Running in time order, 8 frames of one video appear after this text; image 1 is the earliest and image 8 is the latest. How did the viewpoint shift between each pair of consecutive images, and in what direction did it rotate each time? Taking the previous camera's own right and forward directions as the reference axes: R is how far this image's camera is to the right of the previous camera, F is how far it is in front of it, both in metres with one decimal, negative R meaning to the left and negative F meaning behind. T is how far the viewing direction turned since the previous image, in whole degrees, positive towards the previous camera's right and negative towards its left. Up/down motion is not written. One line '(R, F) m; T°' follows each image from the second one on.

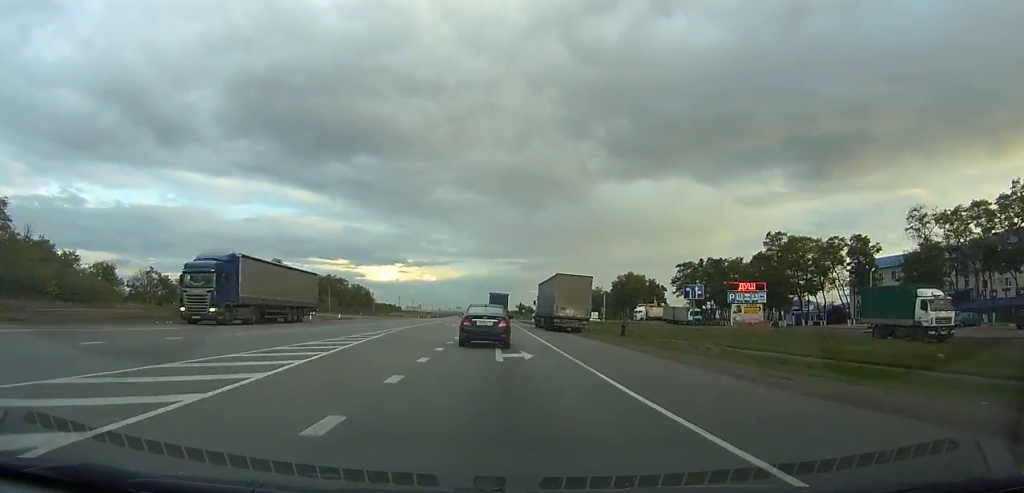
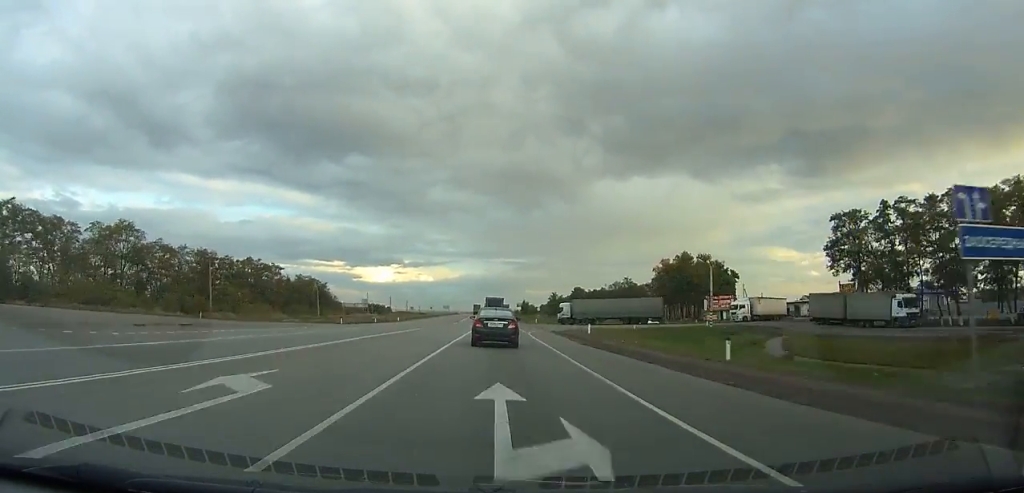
(0.0, +68.8) m; 0°
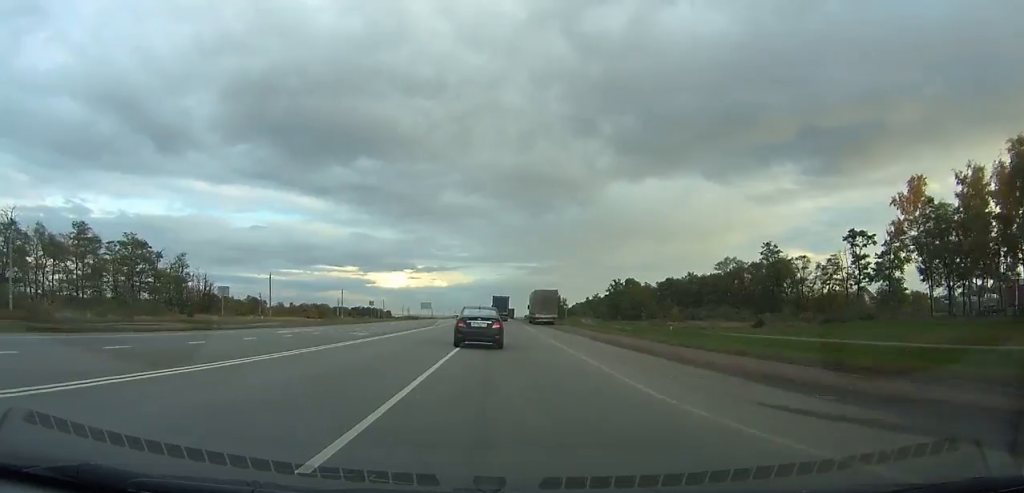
(-0.3, +101.5) m; -1°
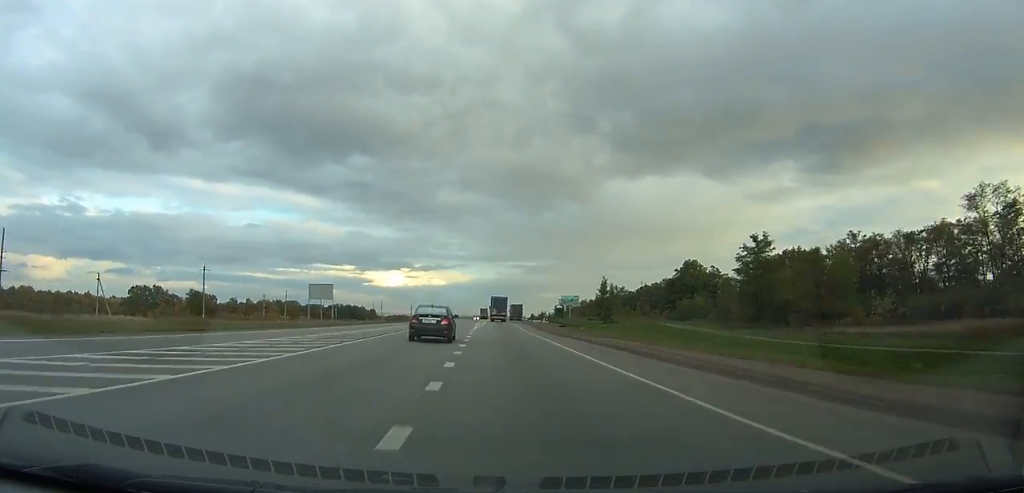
(-0.4, +78.2) m; -1°
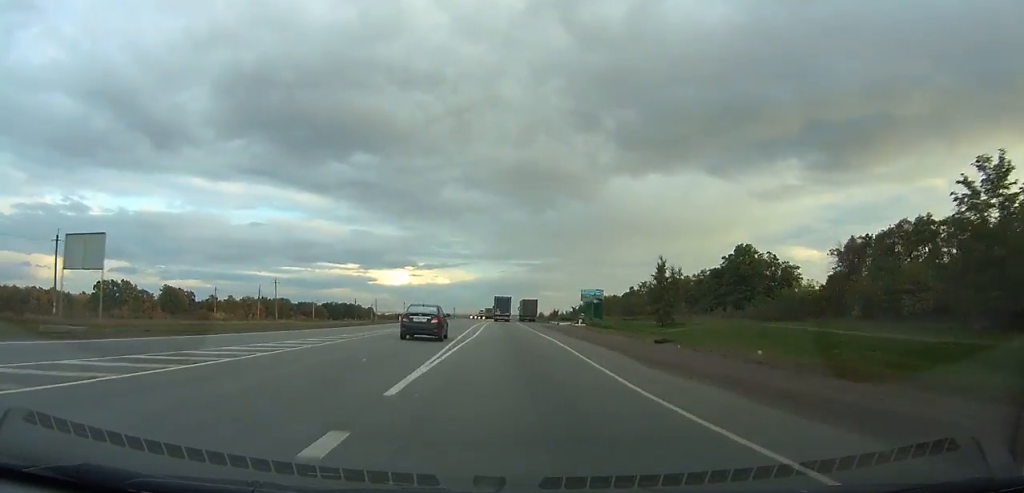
(-0.1, +34.9) m; 0°
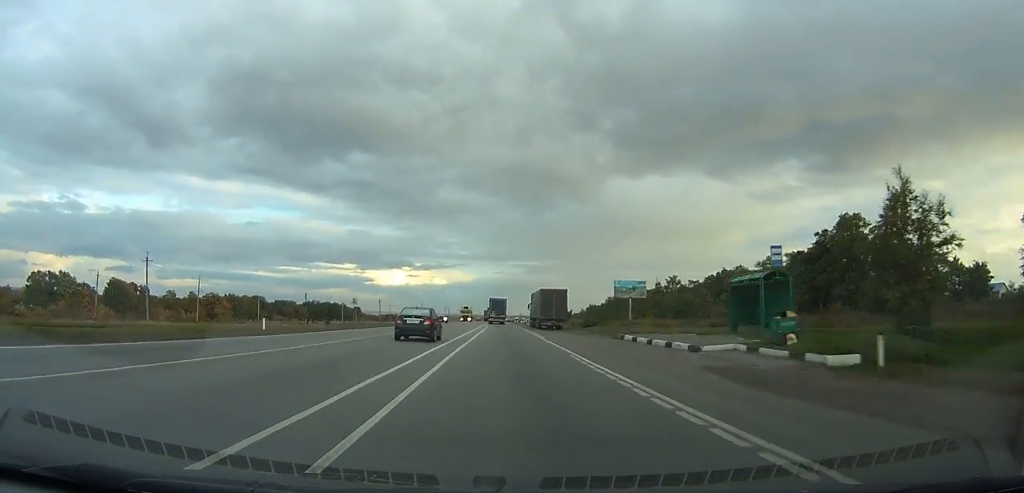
(-0.1, +48.1) m; 0°
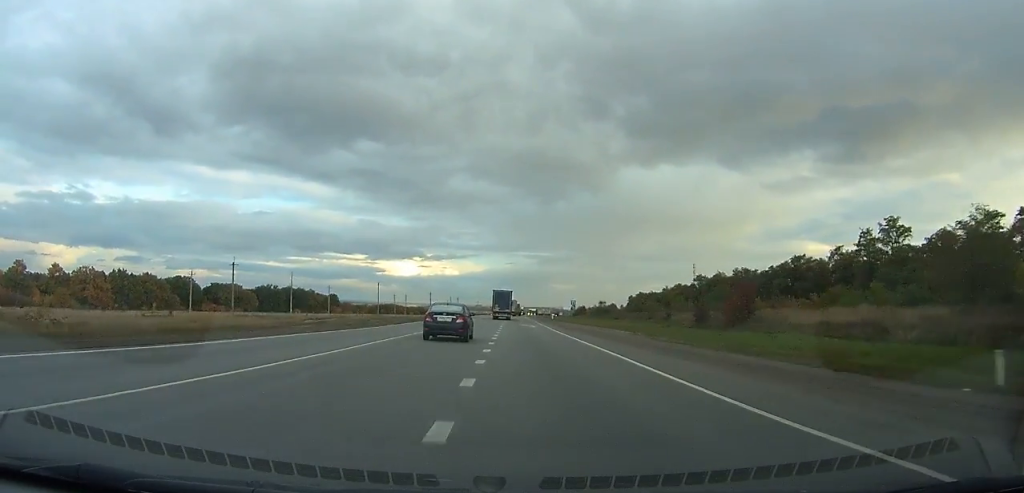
(-0.4, +124.6) m; 0°
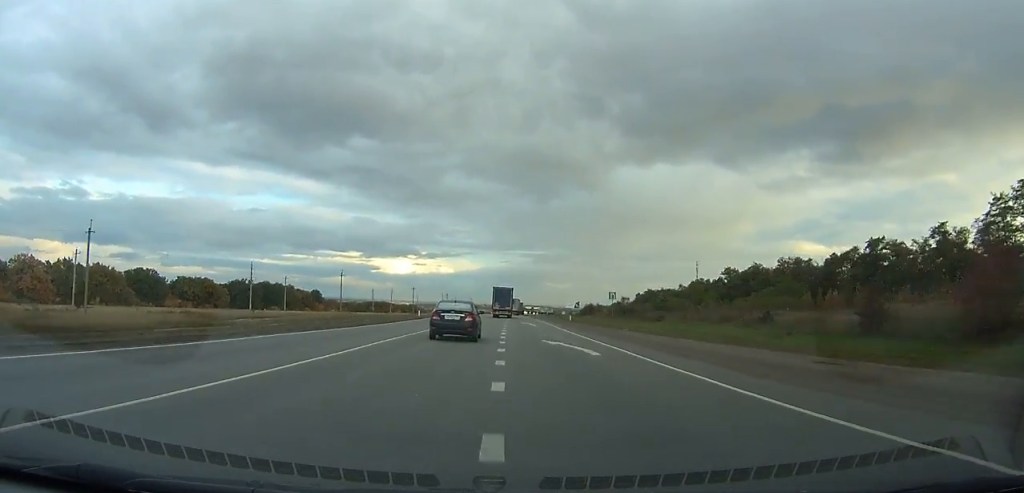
(-0.1, +33.5) m; 0°
